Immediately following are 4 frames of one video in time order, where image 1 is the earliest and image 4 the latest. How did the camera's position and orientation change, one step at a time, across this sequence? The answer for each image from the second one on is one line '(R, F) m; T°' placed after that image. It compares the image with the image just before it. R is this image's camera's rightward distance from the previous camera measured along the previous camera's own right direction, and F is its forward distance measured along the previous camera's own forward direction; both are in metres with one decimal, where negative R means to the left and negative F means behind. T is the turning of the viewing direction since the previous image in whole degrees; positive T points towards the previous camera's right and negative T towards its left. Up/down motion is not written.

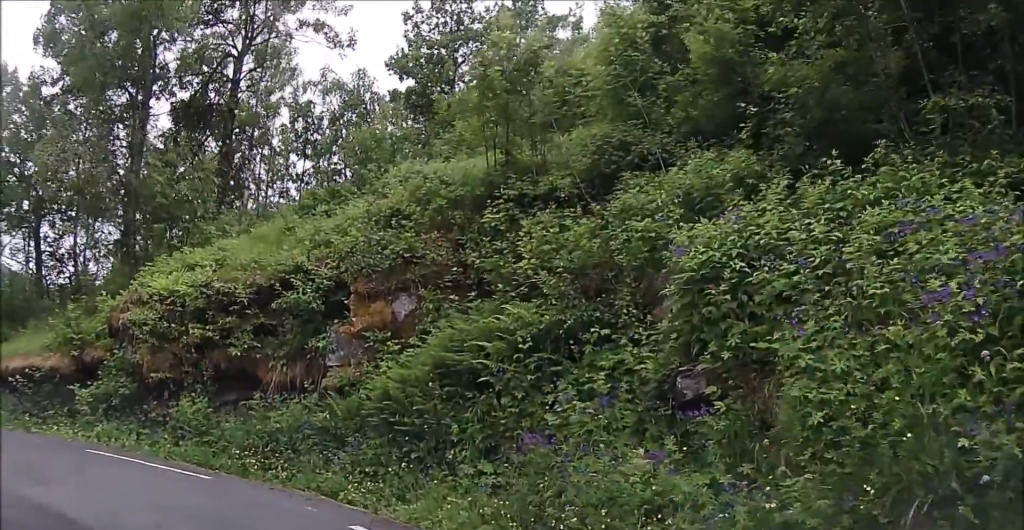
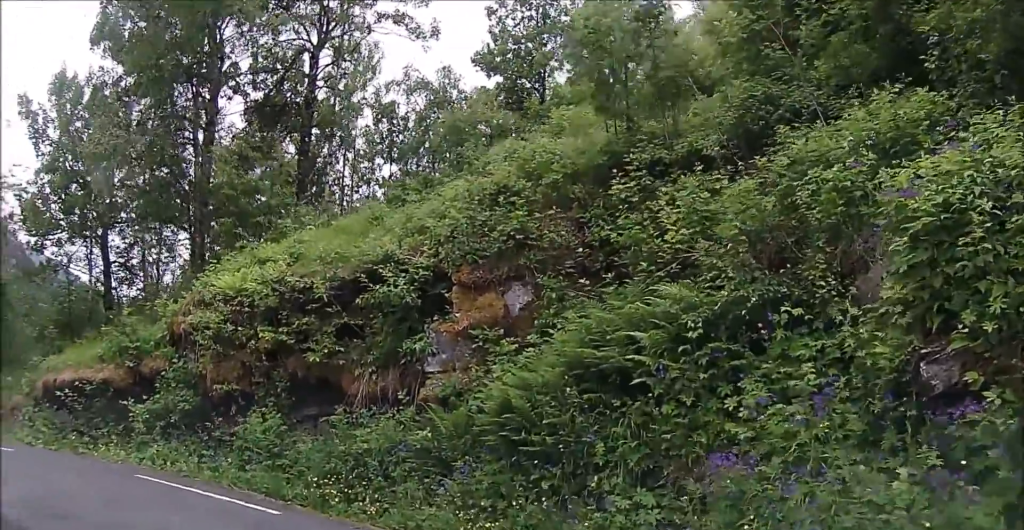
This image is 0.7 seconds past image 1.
(-0.2, +2.0) m; -11°
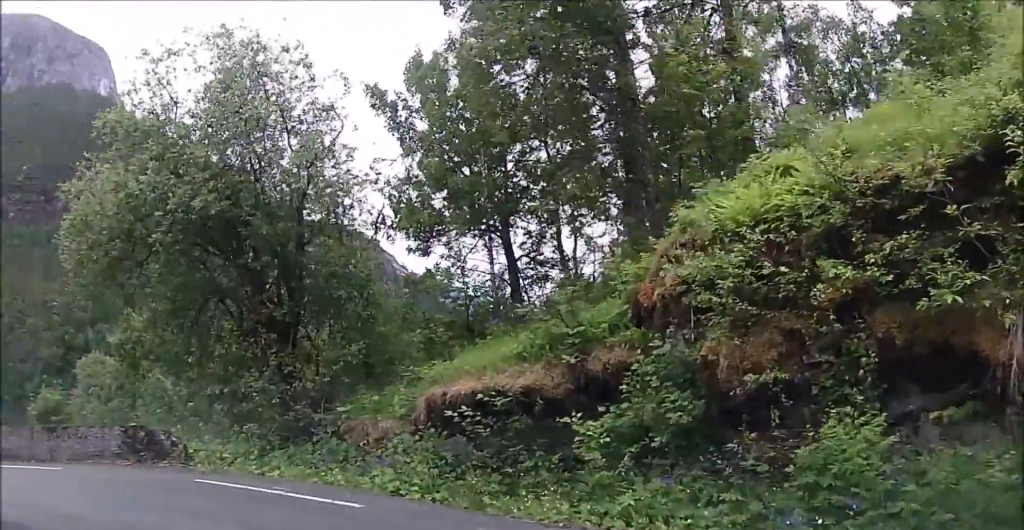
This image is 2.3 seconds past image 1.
(-1.0, +4.2) m; -31°
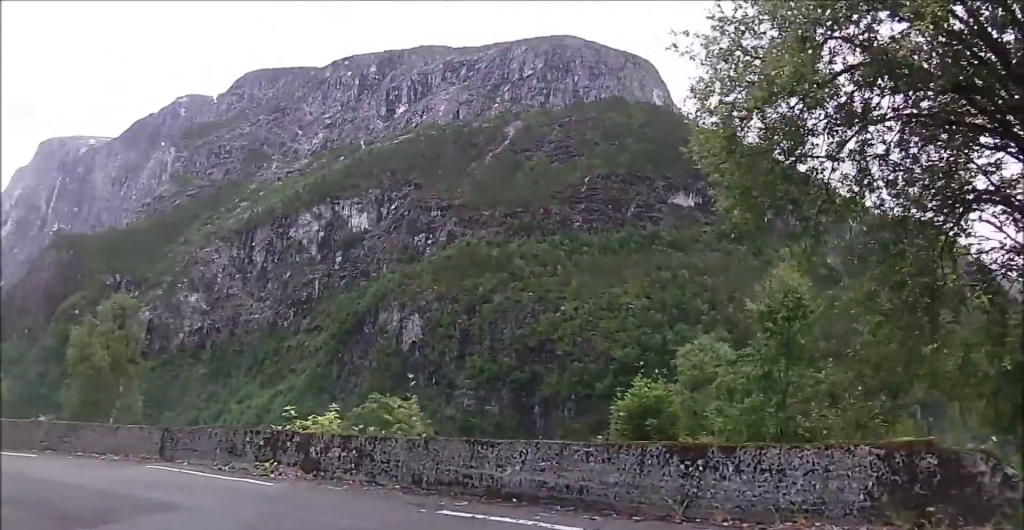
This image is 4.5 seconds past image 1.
(-3.6, +5.6) m; -57°
